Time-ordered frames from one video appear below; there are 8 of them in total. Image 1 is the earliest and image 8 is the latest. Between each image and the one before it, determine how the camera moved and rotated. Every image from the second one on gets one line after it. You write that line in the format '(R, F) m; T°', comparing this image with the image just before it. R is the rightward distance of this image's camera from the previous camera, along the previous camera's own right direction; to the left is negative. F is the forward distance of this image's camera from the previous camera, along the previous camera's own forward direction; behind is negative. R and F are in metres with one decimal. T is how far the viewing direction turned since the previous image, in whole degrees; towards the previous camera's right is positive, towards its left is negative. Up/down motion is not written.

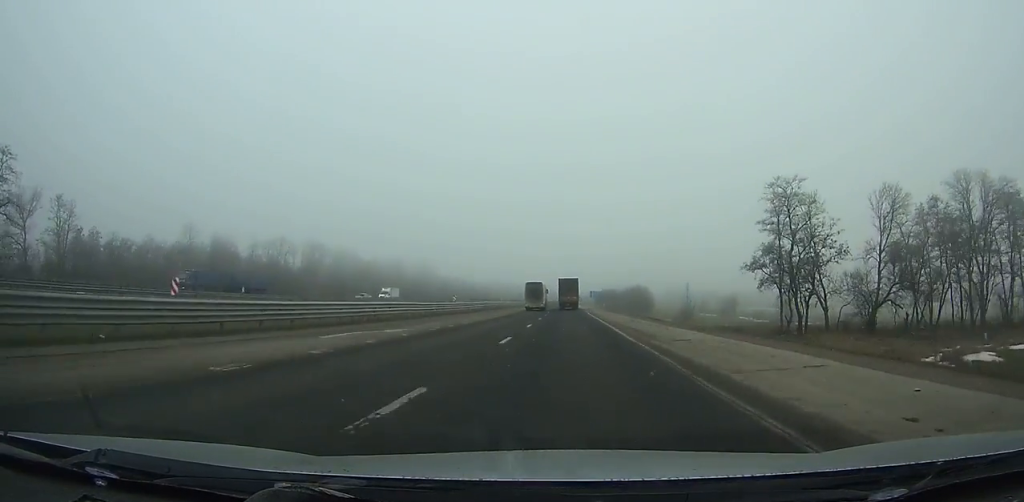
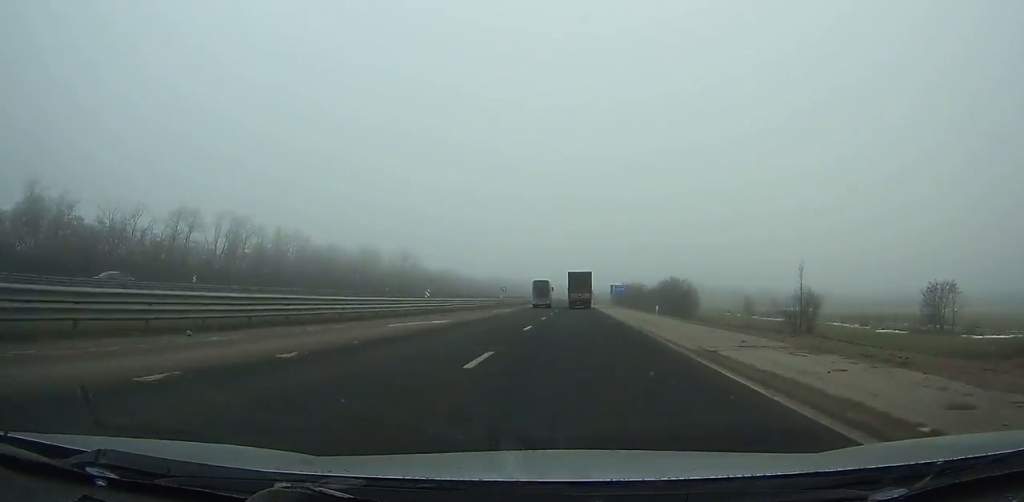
(-0.8, +54.3) m; -1°
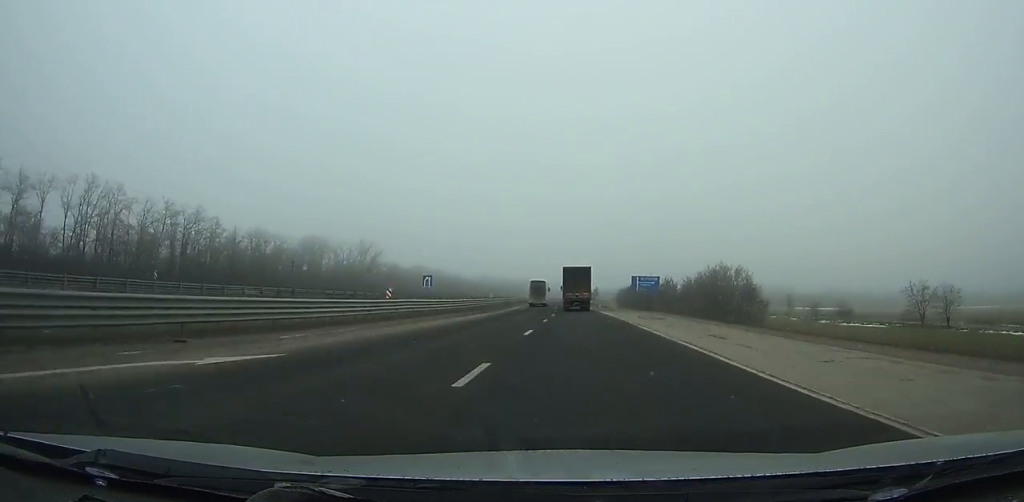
(-0.3, +48.8) m; 0°
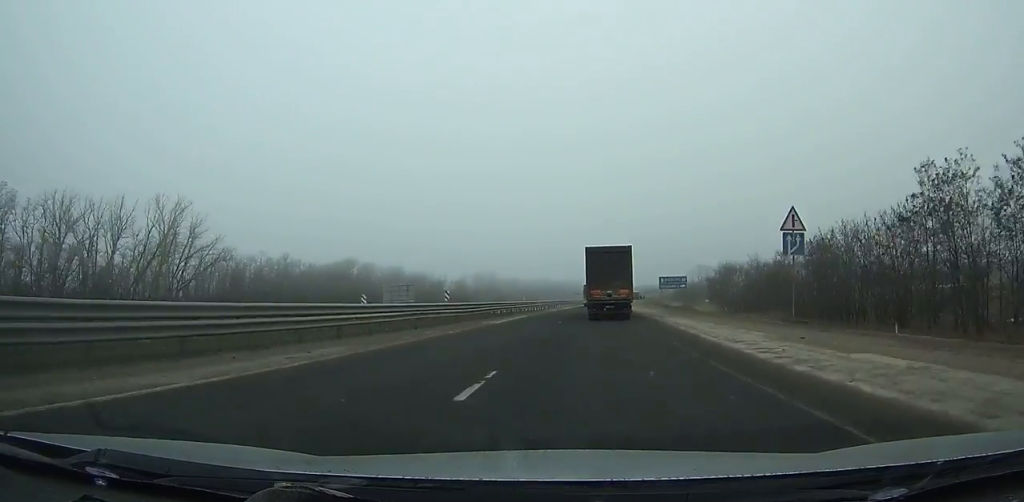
(-1.4, +122.7) m; 0°
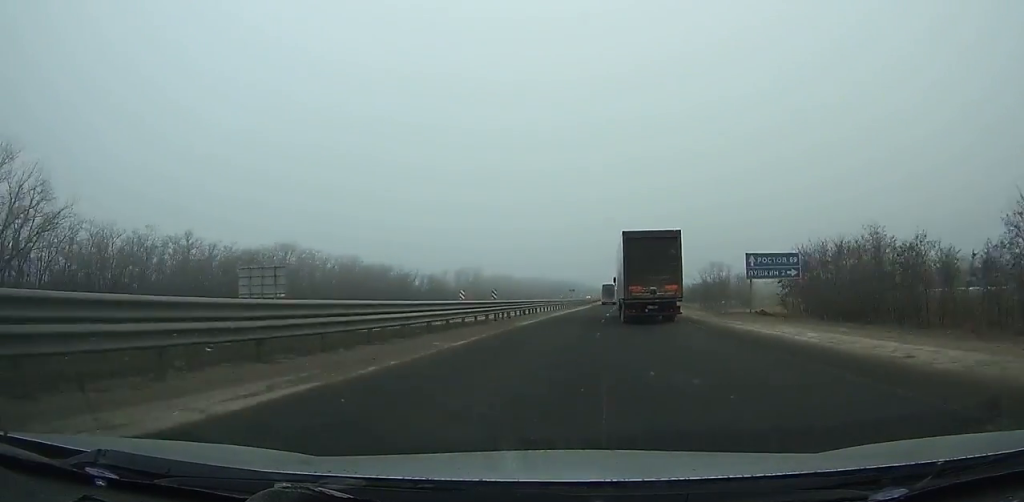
(-0.2, +38.7) m; +1°
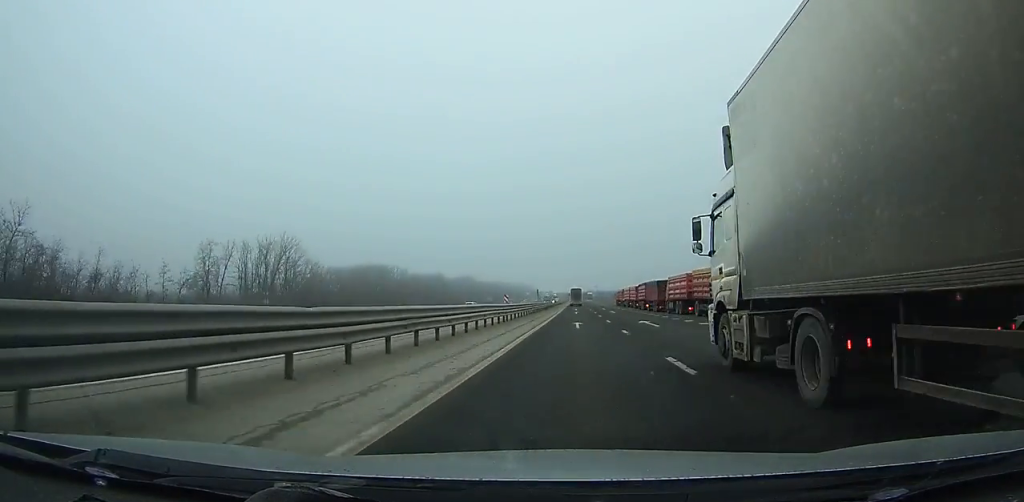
(+5.6, +154.0) m; +3°
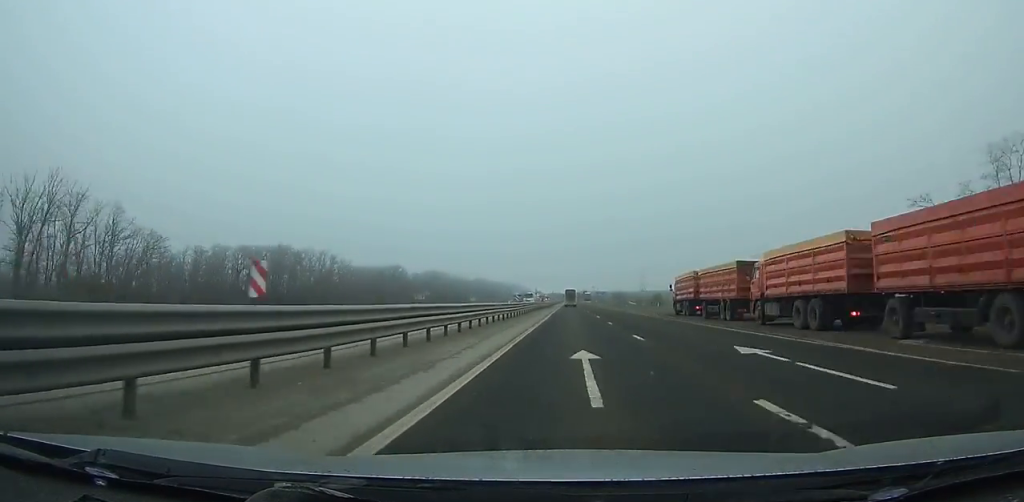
(+0.2, +71.0) m; +1°
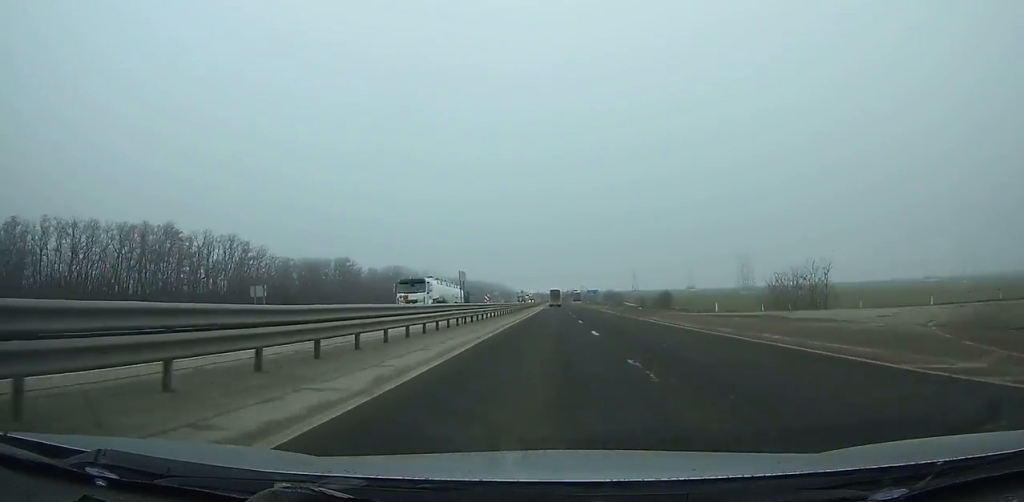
(+0.3, +43.8) m; 0°
